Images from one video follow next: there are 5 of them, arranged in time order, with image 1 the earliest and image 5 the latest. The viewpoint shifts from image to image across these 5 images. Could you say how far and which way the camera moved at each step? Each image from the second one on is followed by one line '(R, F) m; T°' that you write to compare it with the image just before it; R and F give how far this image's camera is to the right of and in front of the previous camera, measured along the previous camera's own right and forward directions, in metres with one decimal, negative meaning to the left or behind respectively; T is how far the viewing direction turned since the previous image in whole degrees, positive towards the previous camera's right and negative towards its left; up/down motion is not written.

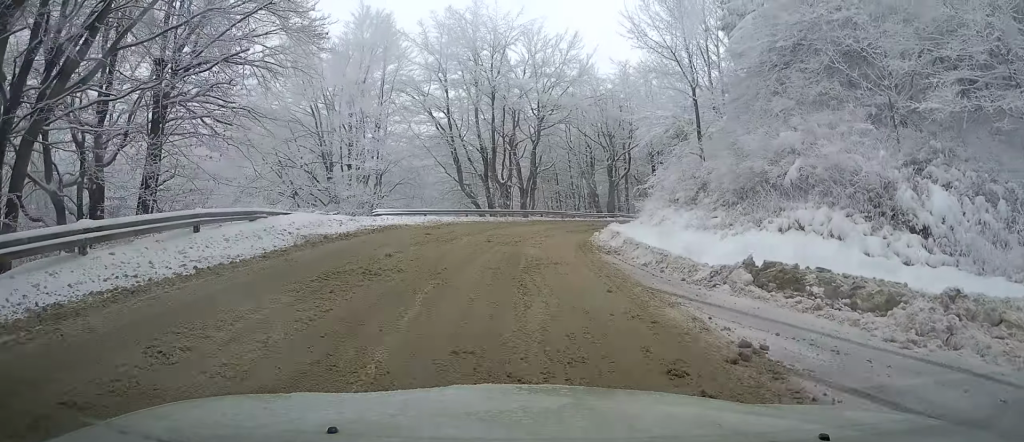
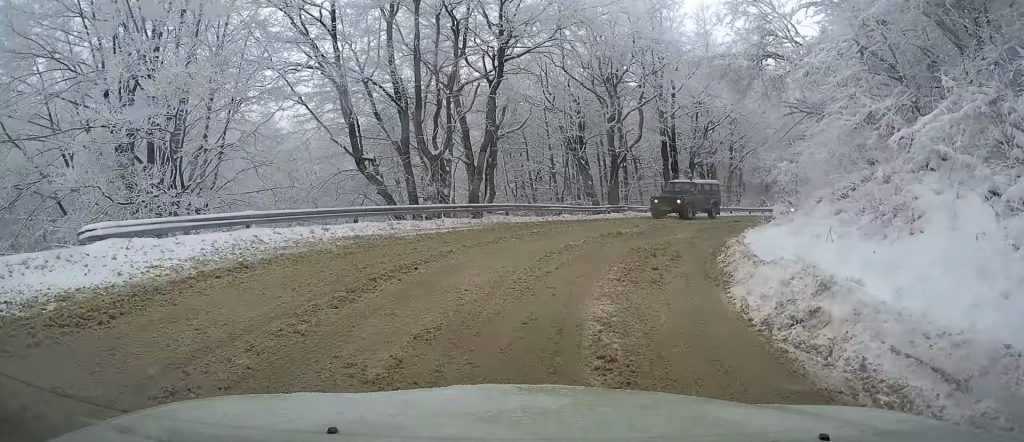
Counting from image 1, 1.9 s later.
(-0.7, +17.7) m; -1°
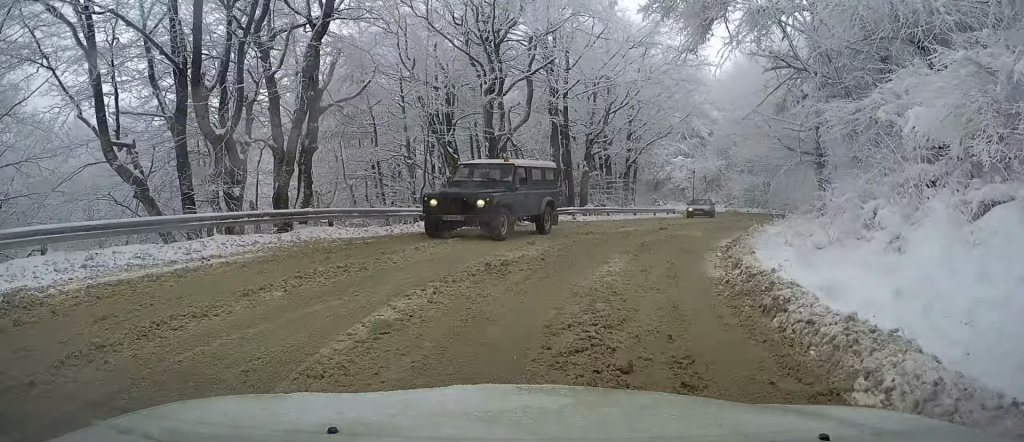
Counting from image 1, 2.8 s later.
(0.0, +7.6) m; +11°
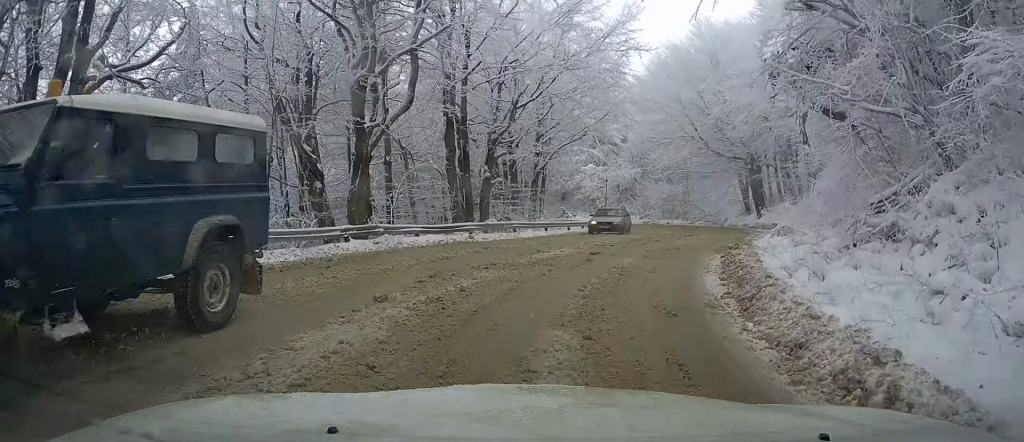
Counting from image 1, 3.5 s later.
(+1.1, +5.6) m; +9°
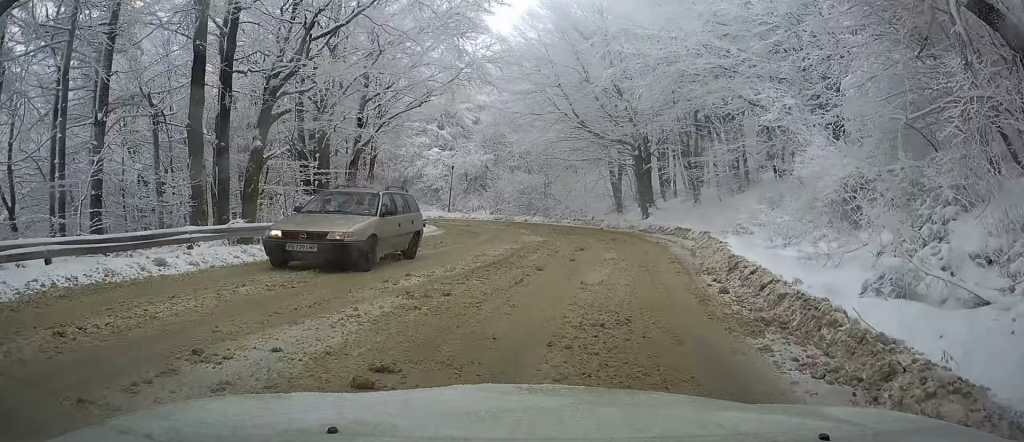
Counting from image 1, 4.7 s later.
(+0.4, +10.1) m; +3°
